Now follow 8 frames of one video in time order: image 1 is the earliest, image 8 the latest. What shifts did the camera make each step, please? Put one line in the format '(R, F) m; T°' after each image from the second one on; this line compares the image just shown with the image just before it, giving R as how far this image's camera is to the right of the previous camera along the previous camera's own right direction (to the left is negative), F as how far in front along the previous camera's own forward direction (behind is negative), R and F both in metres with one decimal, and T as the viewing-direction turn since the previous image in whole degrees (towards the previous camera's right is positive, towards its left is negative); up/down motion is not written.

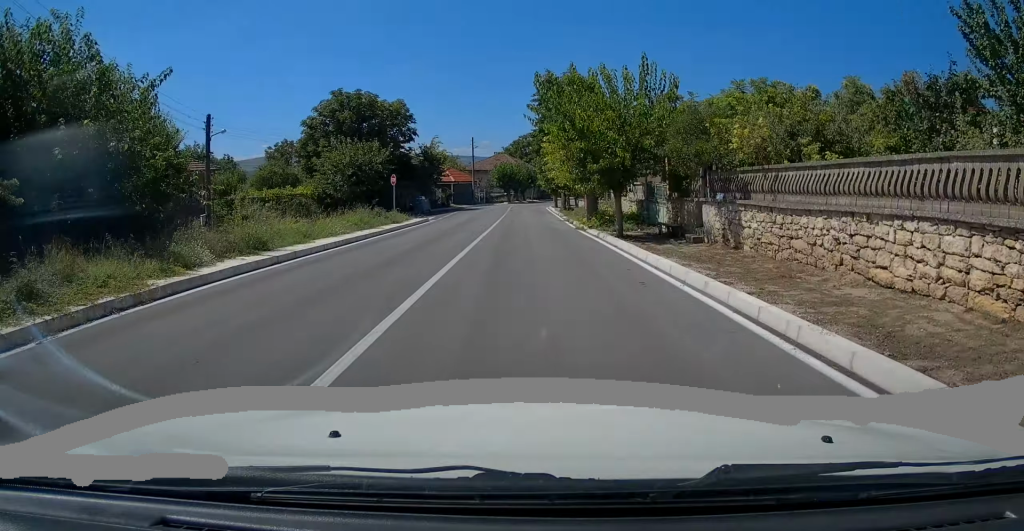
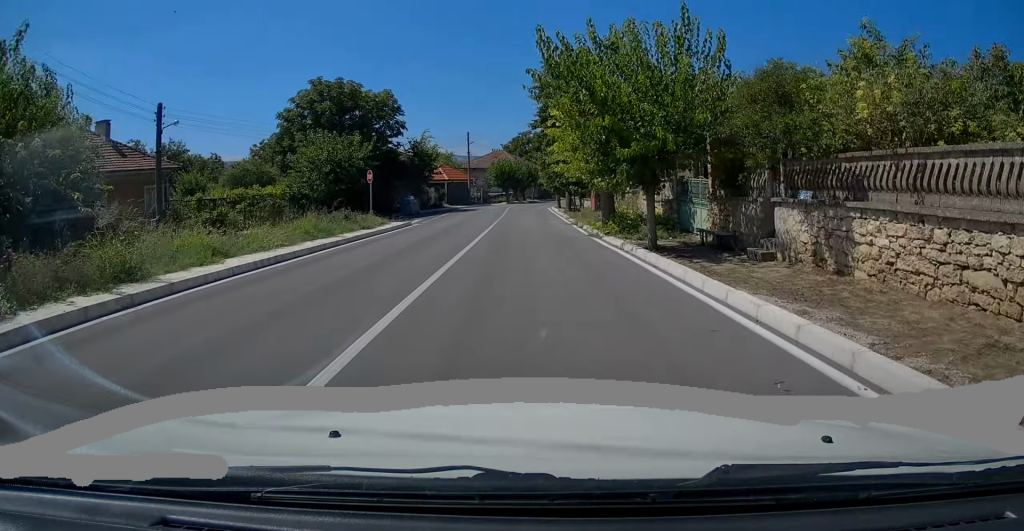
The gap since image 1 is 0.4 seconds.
(+0.2, +5.1) m; 0°
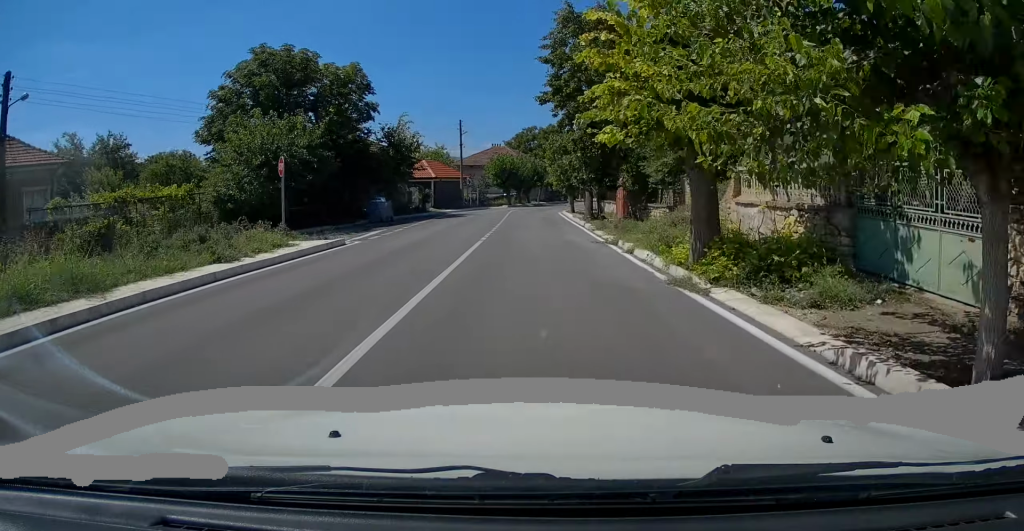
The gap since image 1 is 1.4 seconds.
(-0.1, +11.1) m; 0°
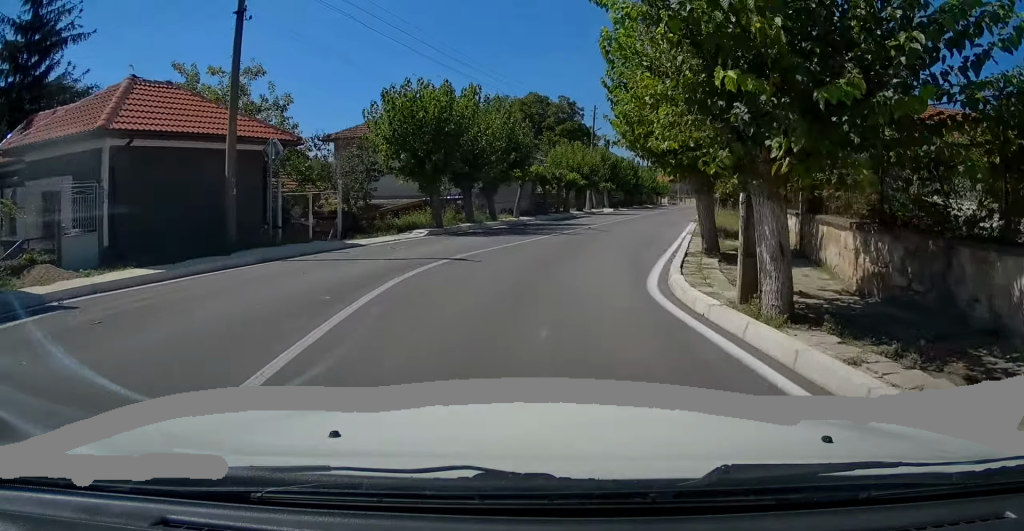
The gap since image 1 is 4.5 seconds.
(+0.1, +37.1) m; +5°
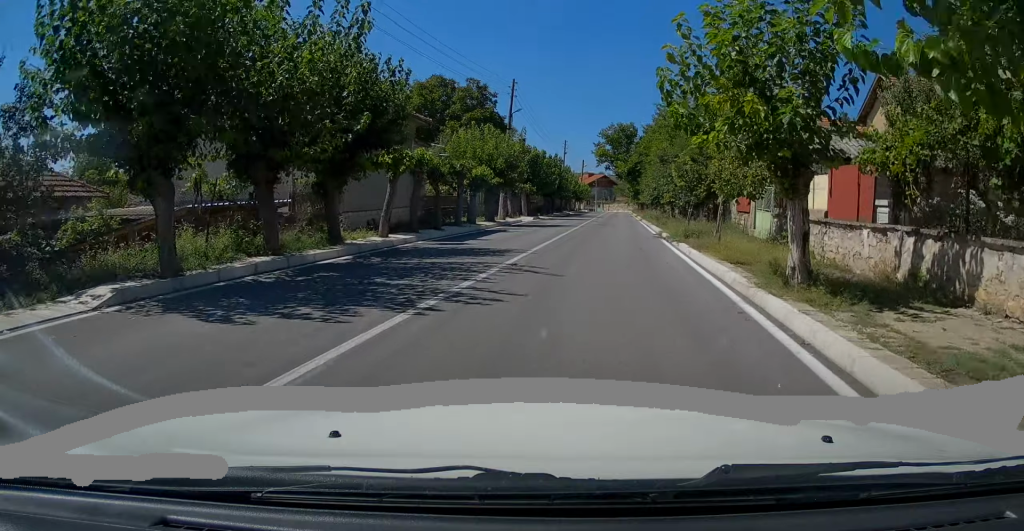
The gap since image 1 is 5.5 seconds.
(+0.8, +11.8) m; +7°
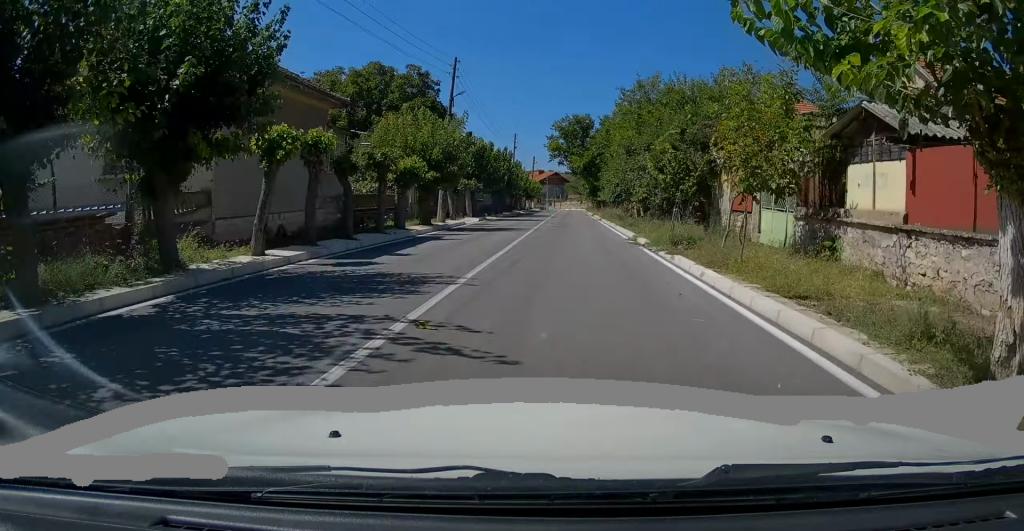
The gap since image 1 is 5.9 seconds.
(+0.1, +5.2) m; +3°
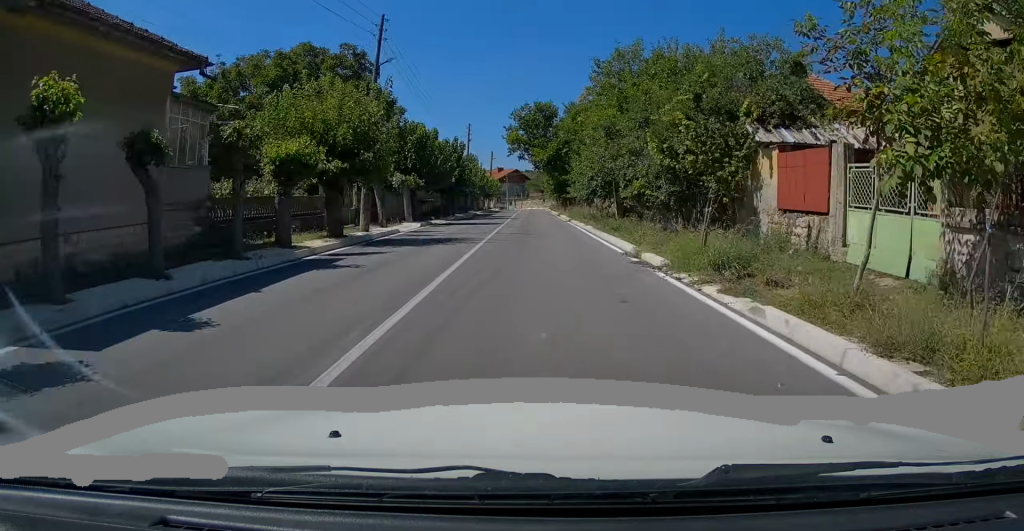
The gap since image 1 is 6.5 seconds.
(+0.2, +7.2) m; +3°
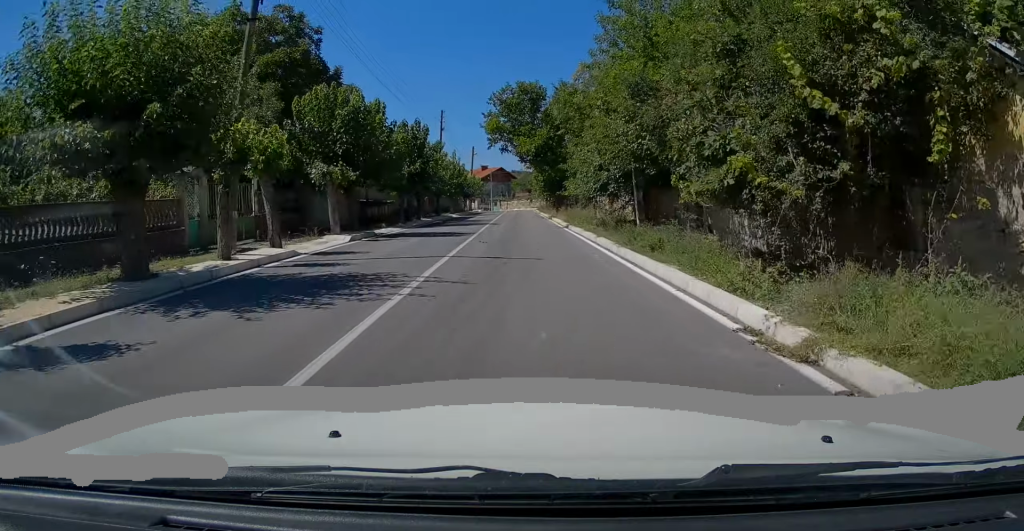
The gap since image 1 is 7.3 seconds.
(+0.3, +9.2) m; +2°
